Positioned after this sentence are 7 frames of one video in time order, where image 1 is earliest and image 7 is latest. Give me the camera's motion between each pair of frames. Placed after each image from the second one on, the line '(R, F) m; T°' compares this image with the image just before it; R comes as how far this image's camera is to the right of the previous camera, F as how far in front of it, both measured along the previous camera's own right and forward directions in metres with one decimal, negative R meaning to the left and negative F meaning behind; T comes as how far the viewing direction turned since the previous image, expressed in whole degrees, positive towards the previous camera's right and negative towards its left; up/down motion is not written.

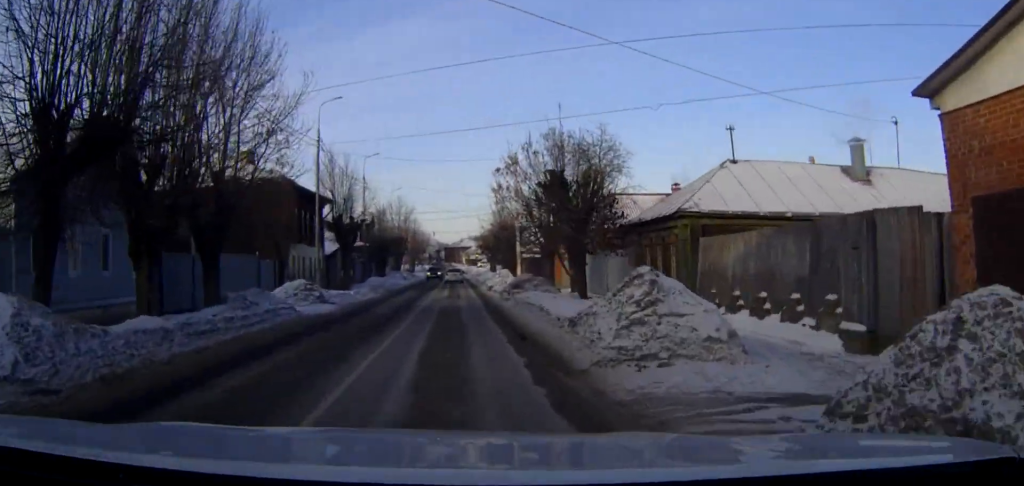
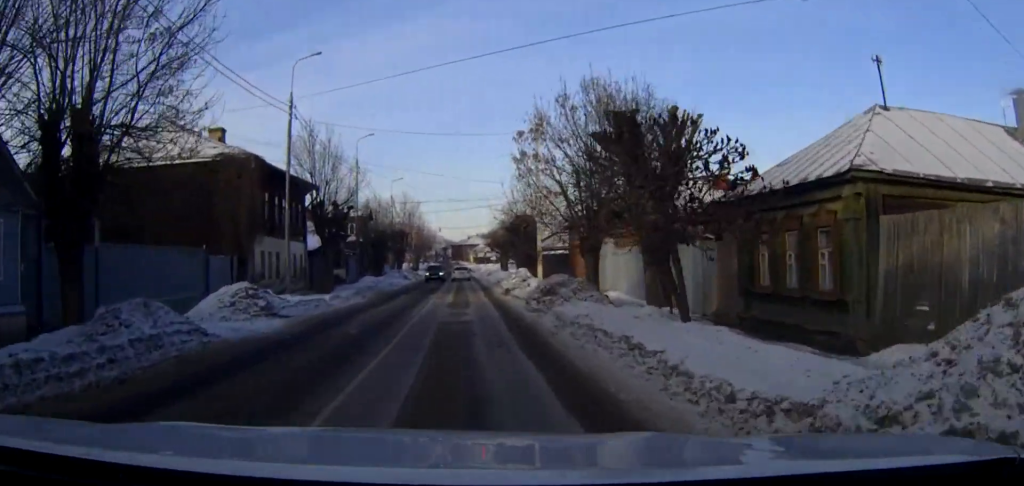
(0.0, +9.4) m; 0°
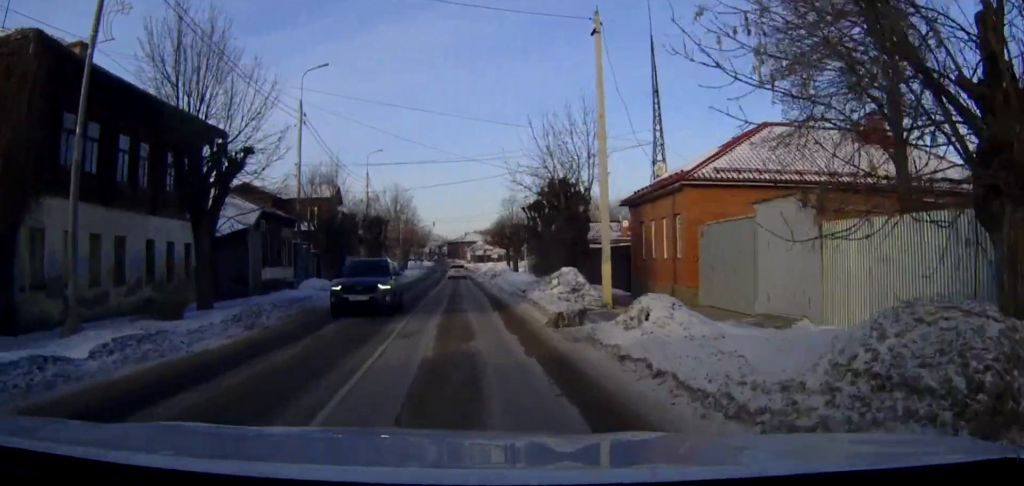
(-0.2, +19.6) m; 0°
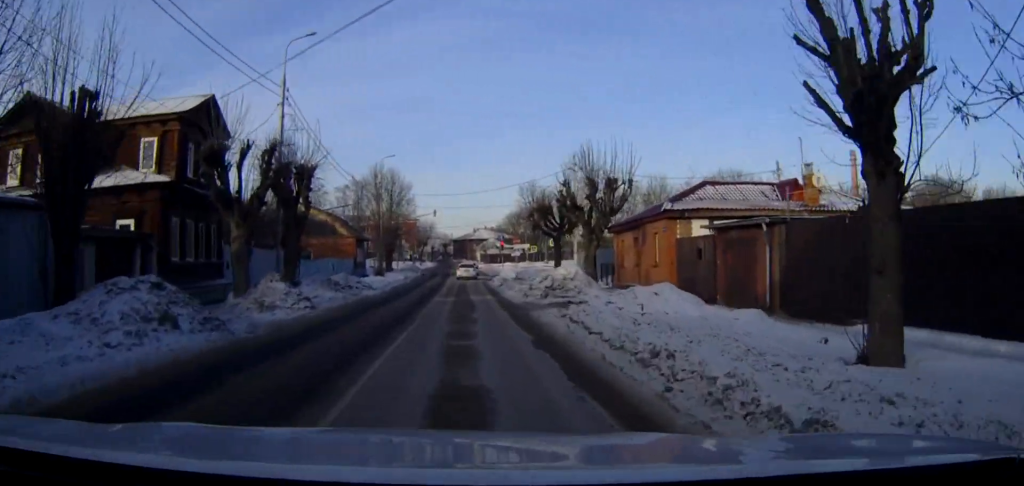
(0.0, +33.4) m; 0°
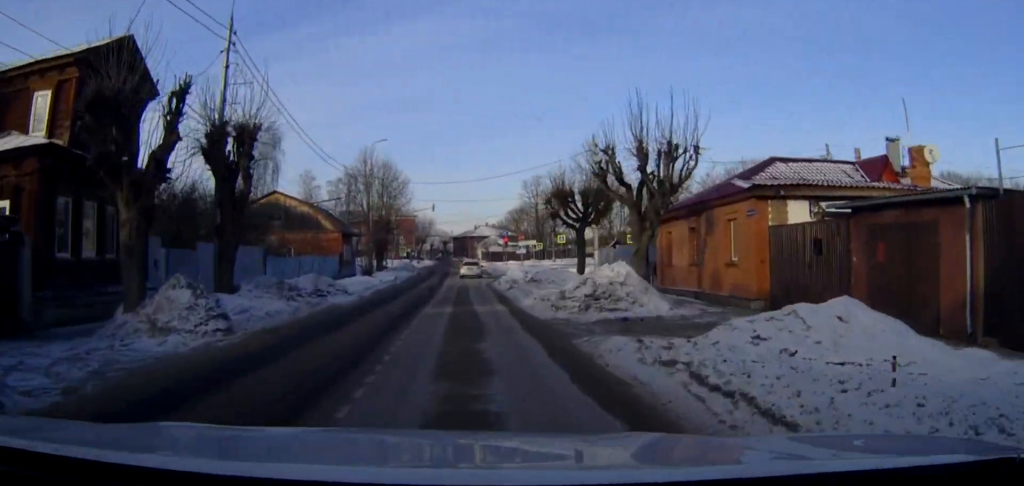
(0.0, +8.5) m; 0°
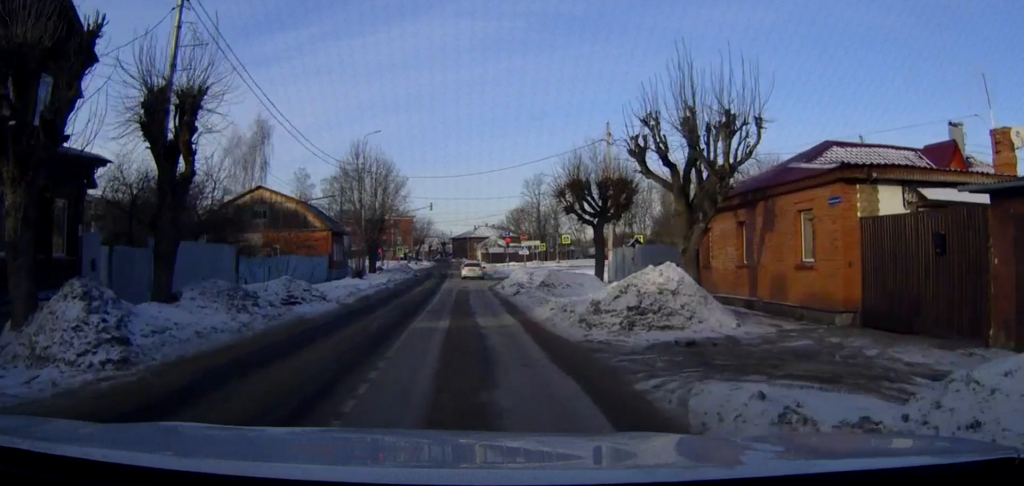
(0.0, +4.9) m; 0°
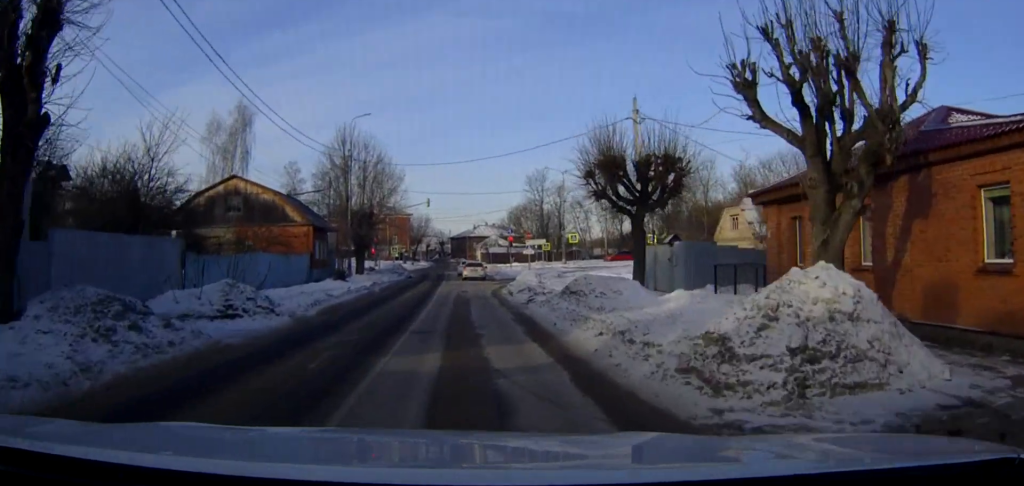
(-0.1, +7.0) m; 0°
